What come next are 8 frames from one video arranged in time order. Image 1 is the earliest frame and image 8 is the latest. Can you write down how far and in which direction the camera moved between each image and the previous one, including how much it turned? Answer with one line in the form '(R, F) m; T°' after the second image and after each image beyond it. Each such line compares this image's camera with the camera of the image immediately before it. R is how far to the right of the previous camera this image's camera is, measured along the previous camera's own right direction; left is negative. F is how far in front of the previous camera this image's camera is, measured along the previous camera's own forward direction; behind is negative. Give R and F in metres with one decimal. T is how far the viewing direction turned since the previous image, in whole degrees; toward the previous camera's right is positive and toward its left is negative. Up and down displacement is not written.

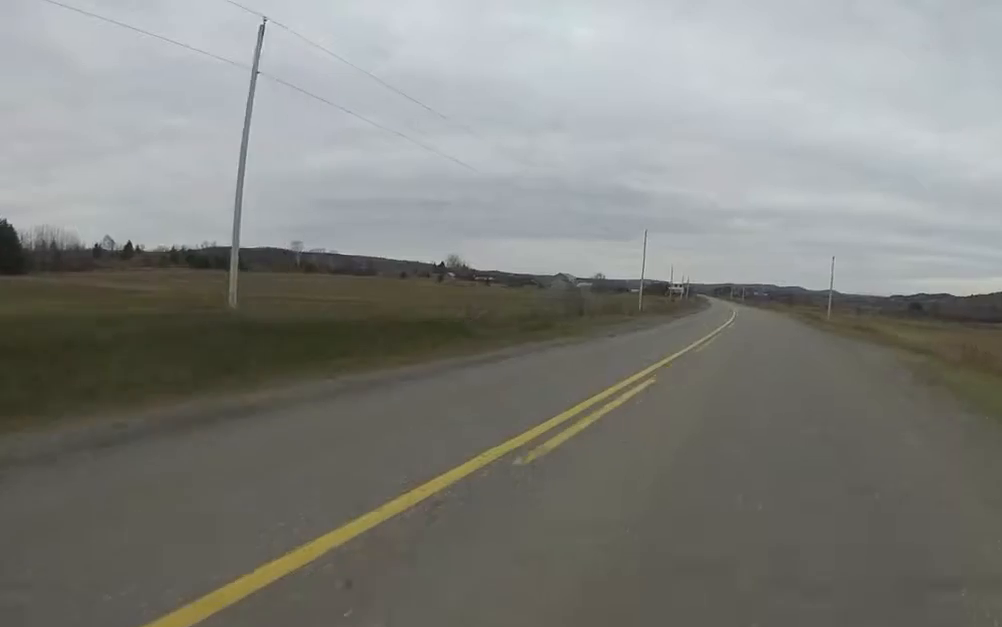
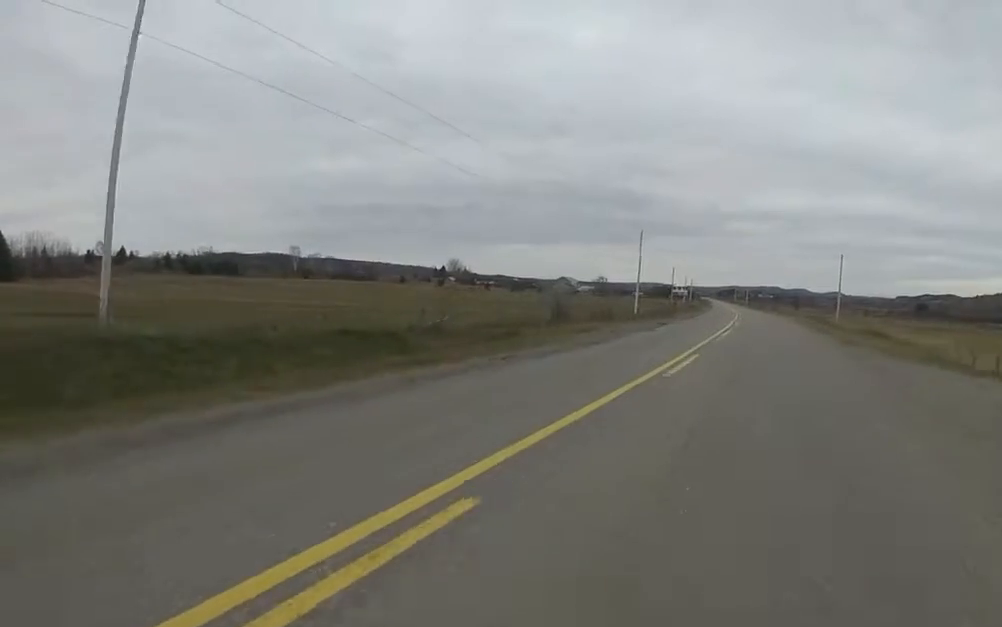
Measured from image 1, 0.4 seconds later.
(0.0, +4.6) m; 0°
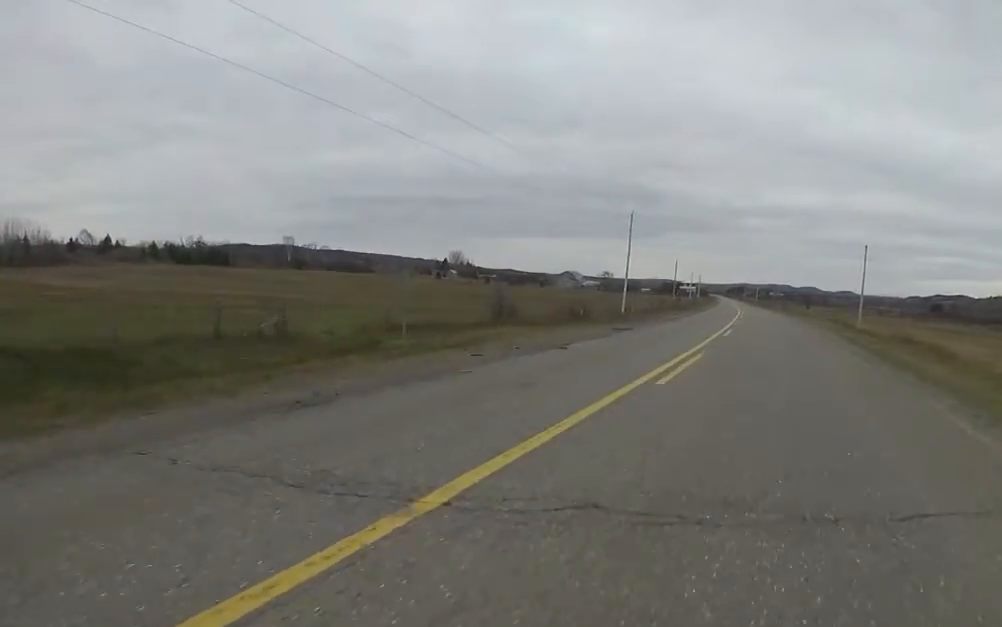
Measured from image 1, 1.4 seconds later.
(+0.6, +10.5) m; -3°
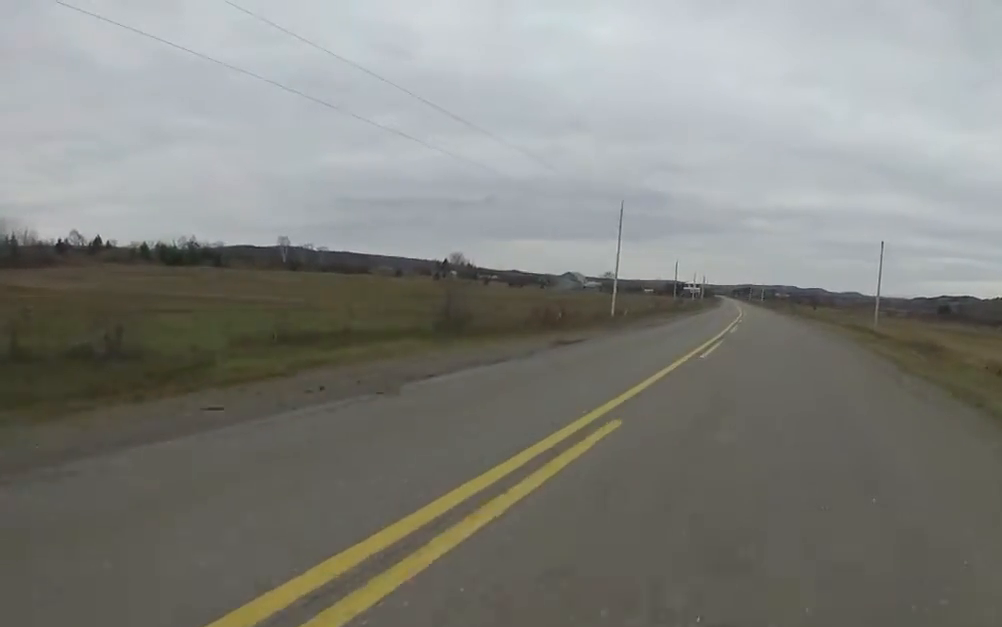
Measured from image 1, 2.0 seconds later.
(-0.9, +6.2) m; -2°
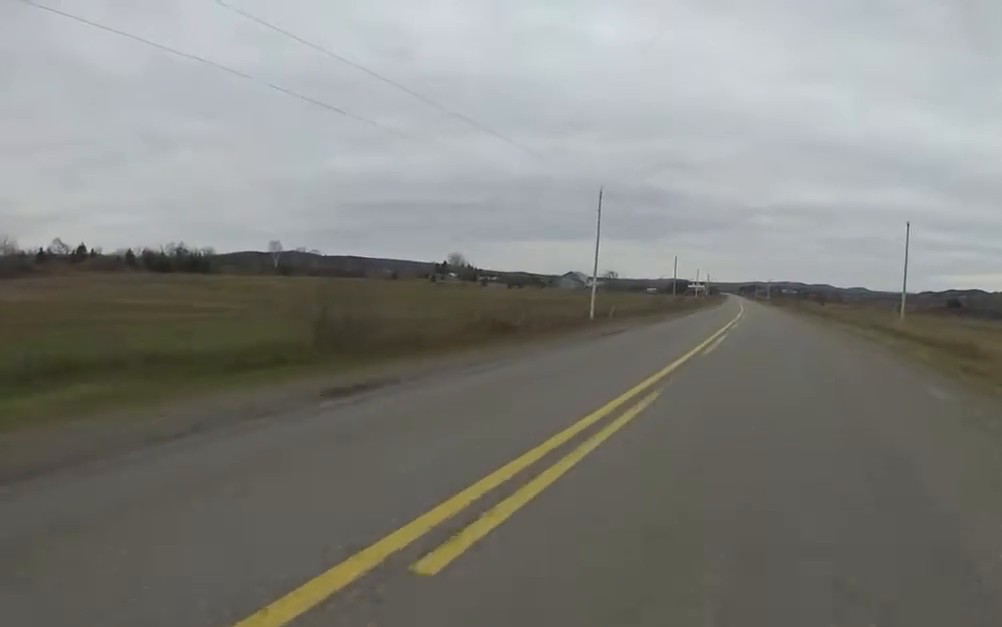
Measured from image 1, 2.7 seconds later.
(+0.1, +8.3) m; 0°
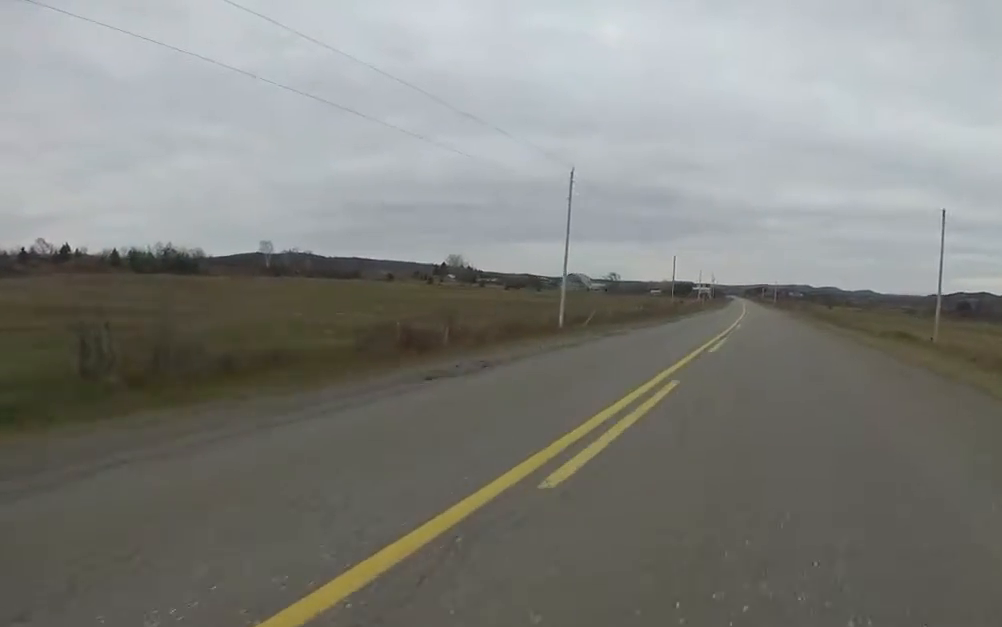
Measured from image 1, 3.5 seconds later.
(+0.3, +8.2) m; 0°
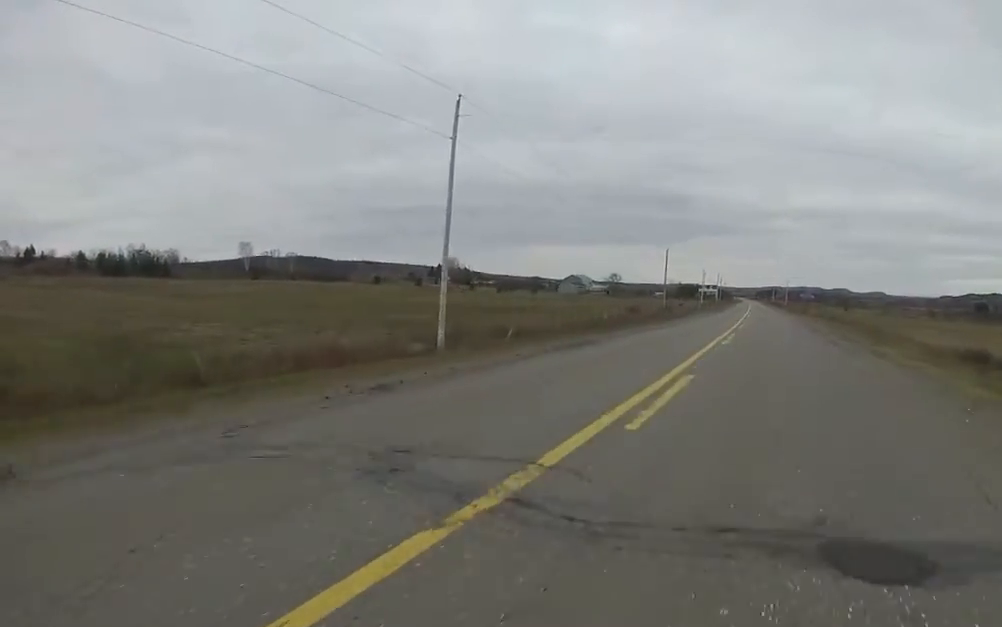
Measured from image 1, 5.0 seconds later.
(-1.0, +15.6) m; -1°
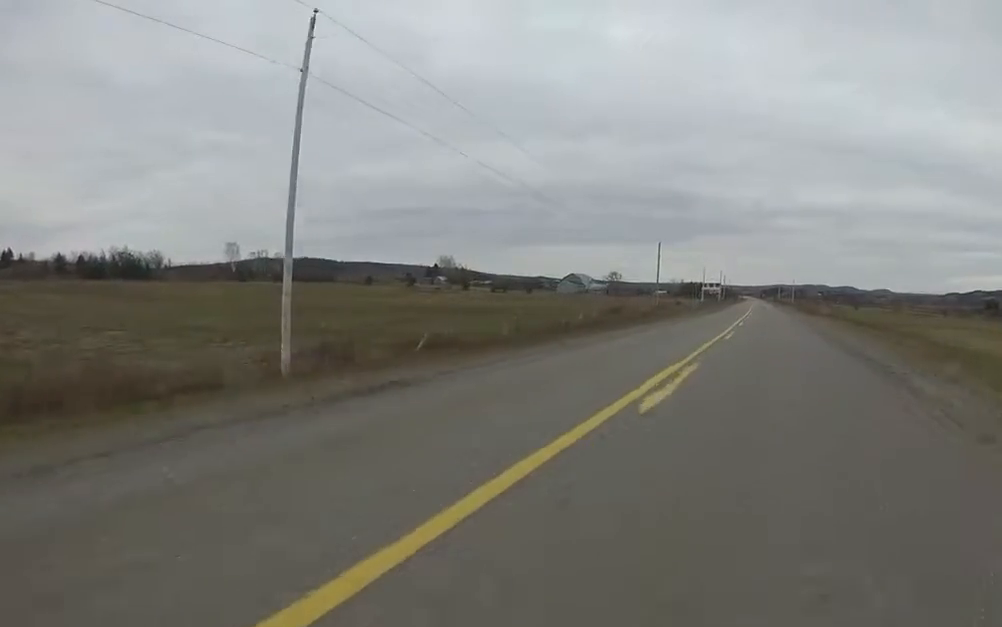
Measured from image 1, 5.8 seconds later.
(+0.5, +8.9) m; -1°
